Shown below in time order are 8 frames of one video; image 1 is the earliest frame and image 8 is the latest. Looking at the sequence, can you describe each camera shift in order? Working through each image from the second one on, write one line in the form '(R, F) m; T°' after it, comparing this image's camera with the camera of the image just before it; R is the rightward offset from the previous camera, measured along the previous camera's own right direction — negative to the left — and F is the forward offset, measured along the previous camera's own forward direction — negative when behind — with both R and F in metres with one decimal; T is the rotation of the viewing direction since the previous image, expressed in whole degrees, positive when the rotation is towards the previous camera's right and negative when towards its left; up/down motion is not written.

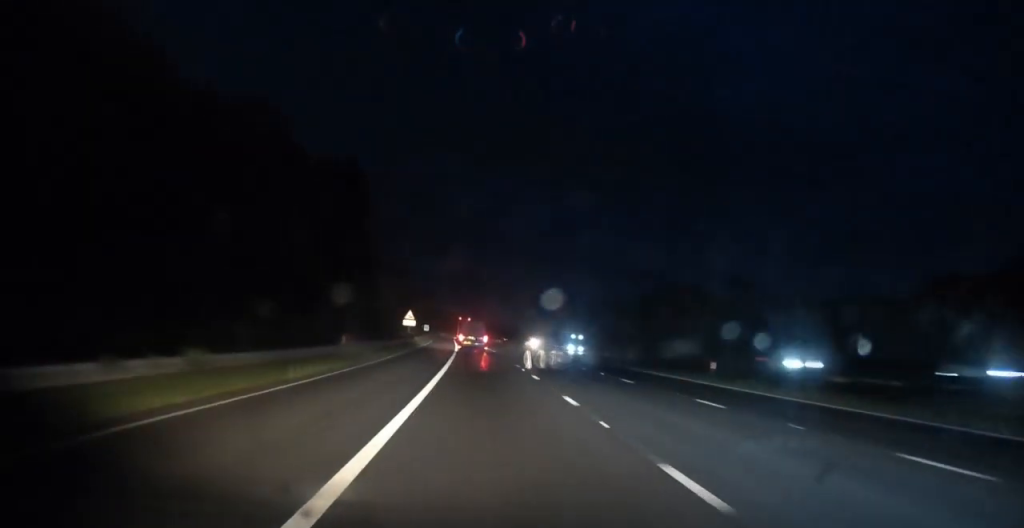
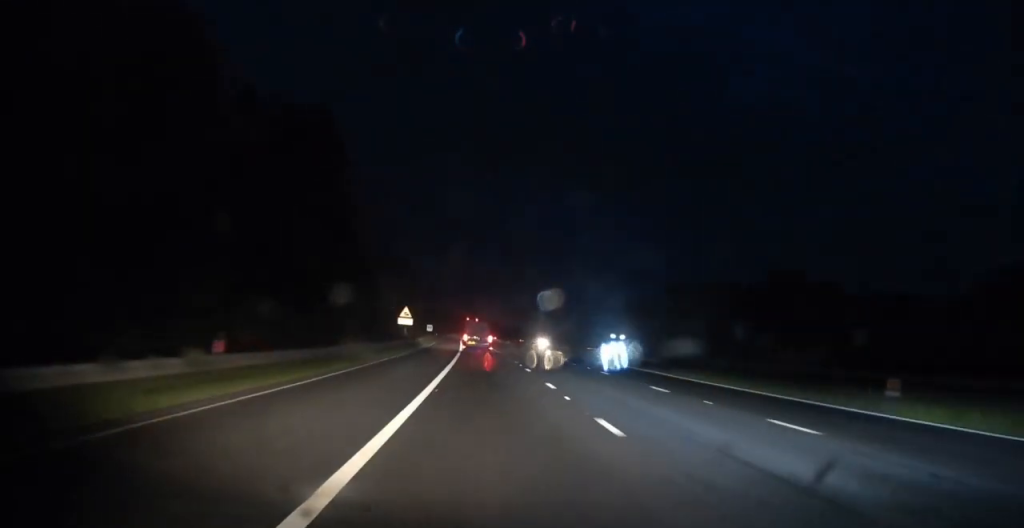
(-0.1, +14.2) m; -1°
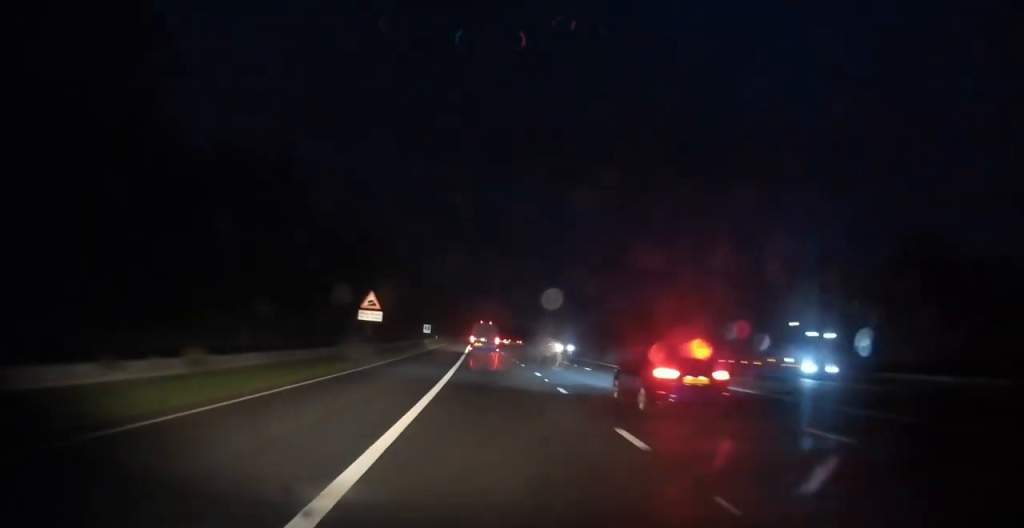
(-0.3, +30.0) m; -1°
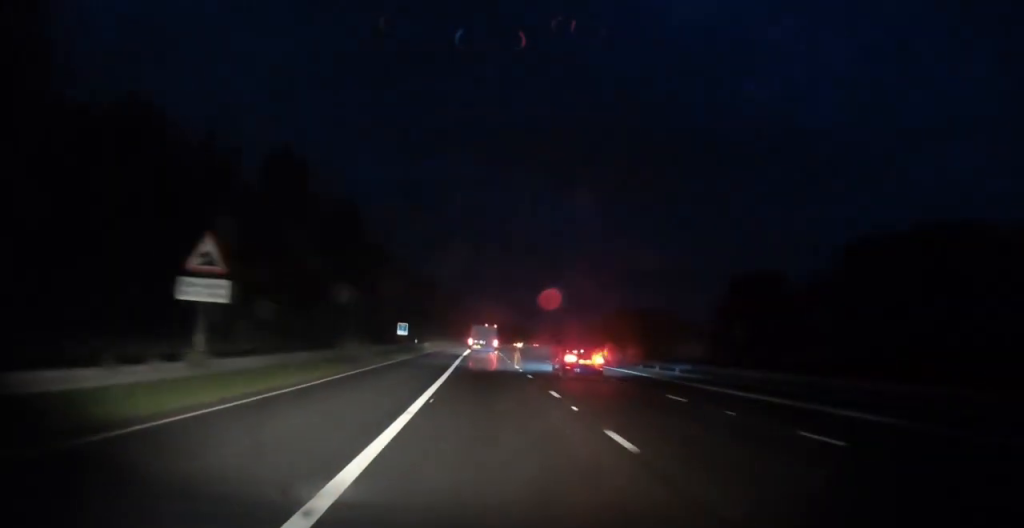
(-0.3, +27.7) m; 0°
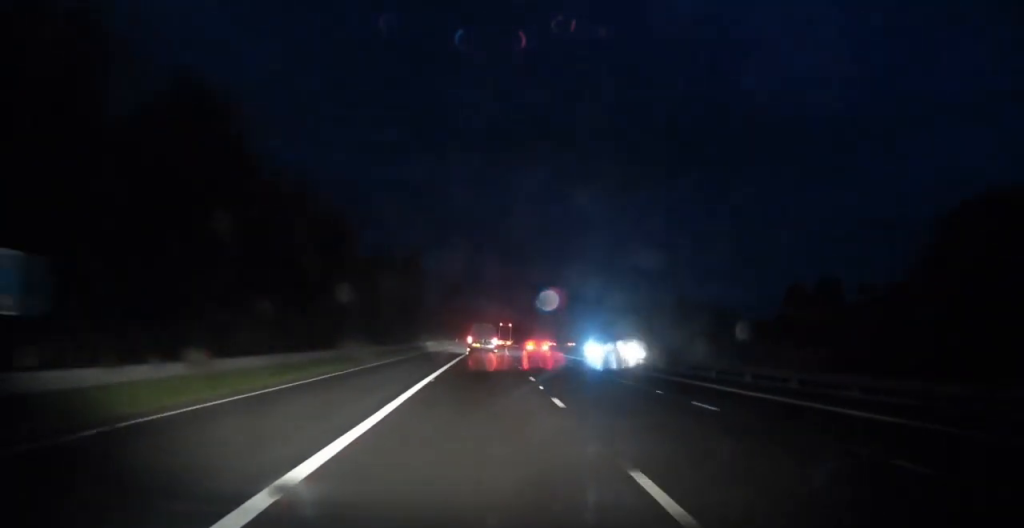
(0.0, +51.9) m; 0°
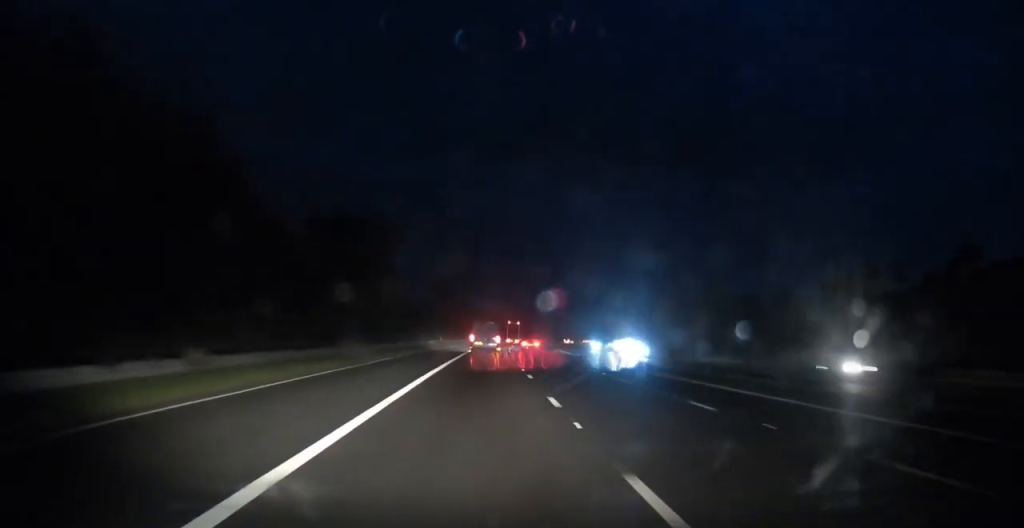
(-0.1, +28.9) m; 0°
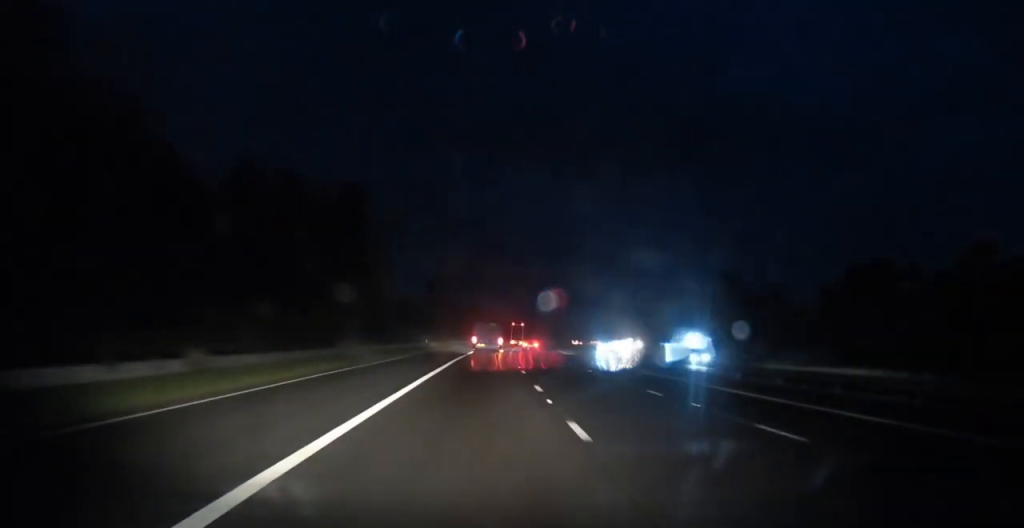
(0.0, +14.4) m; 0°
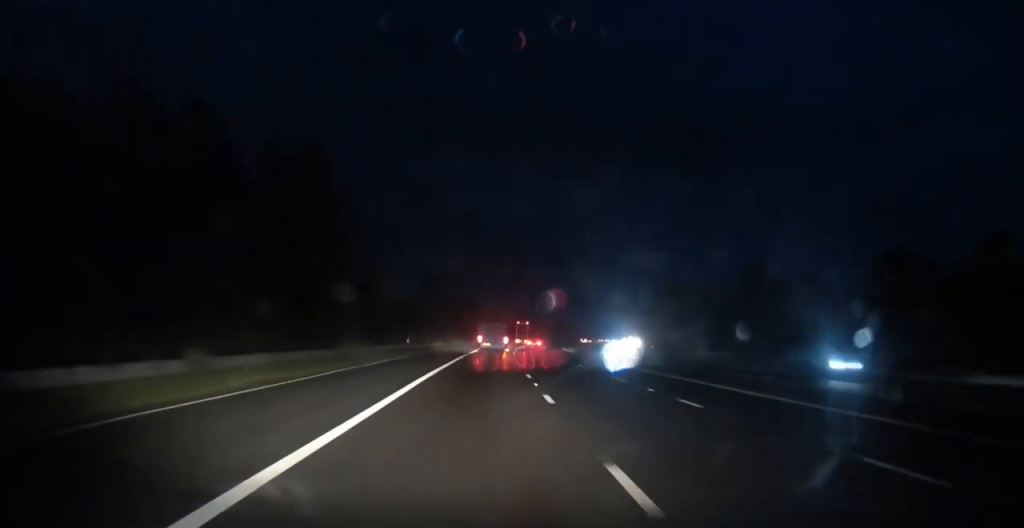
(0.0, +13.5) m; 0°
